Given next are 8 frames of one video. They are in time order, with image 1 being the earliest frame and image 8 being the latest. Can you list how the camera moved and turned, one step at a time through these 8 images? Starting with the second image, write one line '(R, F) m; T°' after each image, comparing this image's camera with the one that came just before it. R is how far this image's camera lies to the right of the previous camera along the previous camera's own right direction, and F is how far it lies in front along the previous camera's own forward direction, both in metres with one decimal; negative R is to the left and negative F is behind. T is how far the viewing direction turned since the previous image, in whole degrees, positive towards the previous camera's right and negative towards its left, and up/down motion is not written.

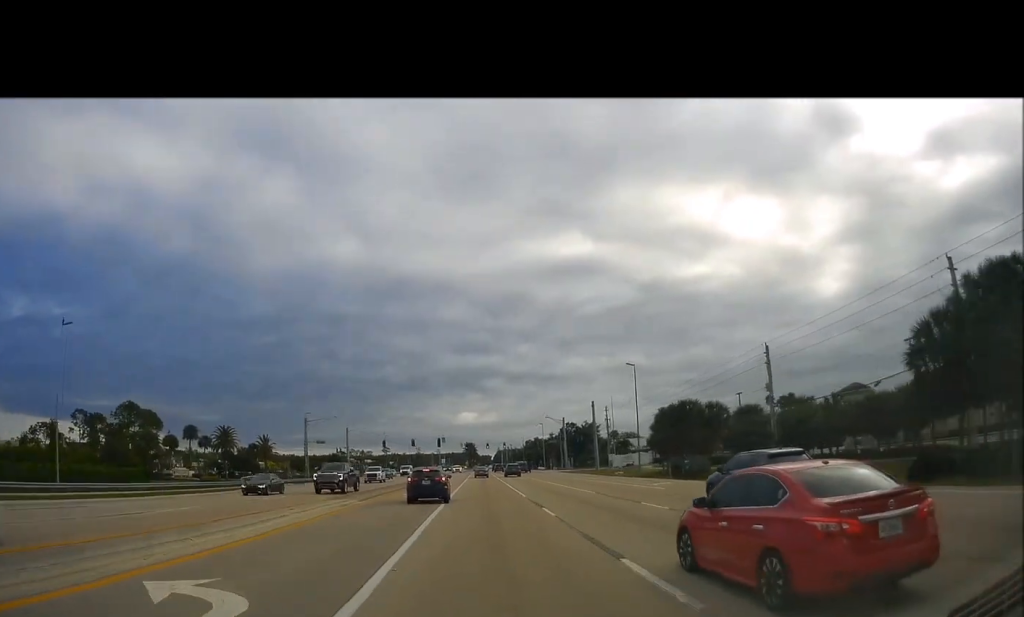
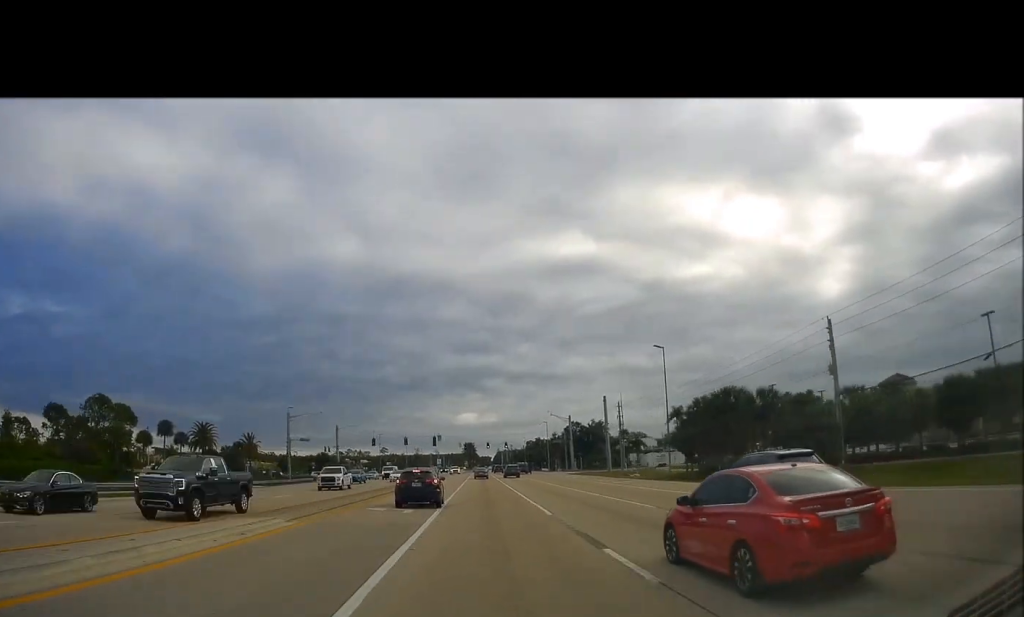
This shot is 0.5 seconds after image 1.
(0.0, +10.6) m; 0°
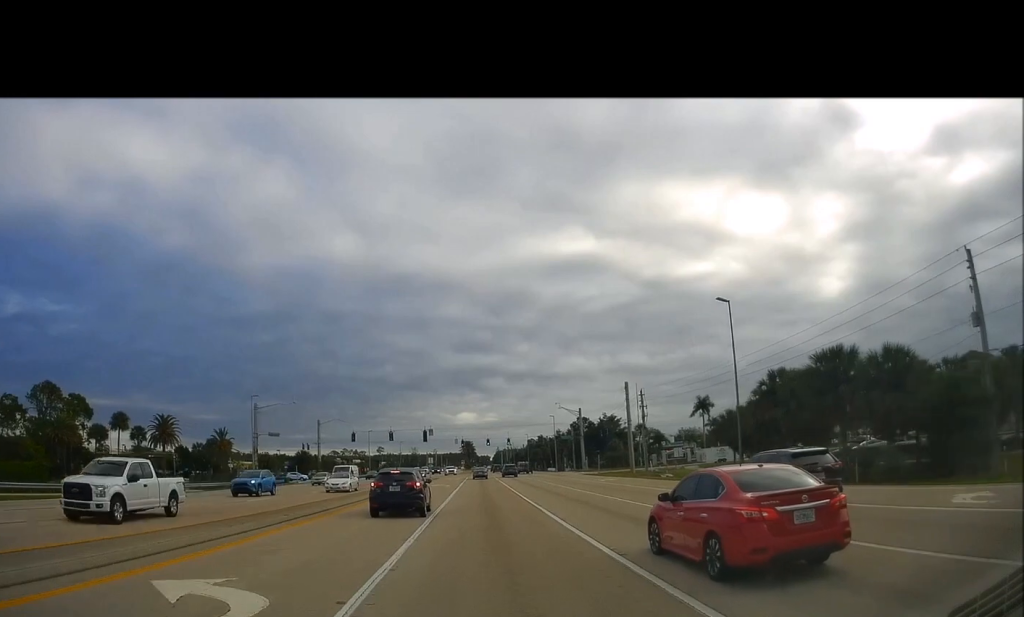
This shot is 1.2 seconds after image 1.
(+0.1, +15.7) m; -1°
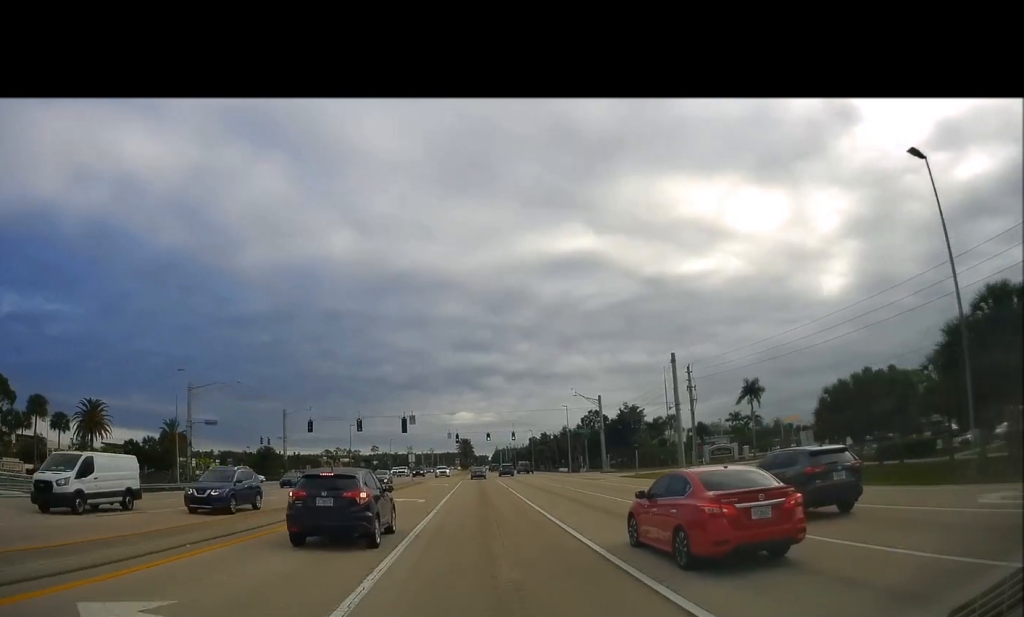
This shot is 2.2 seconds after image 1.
(-0.5, +21.7) m; 0°
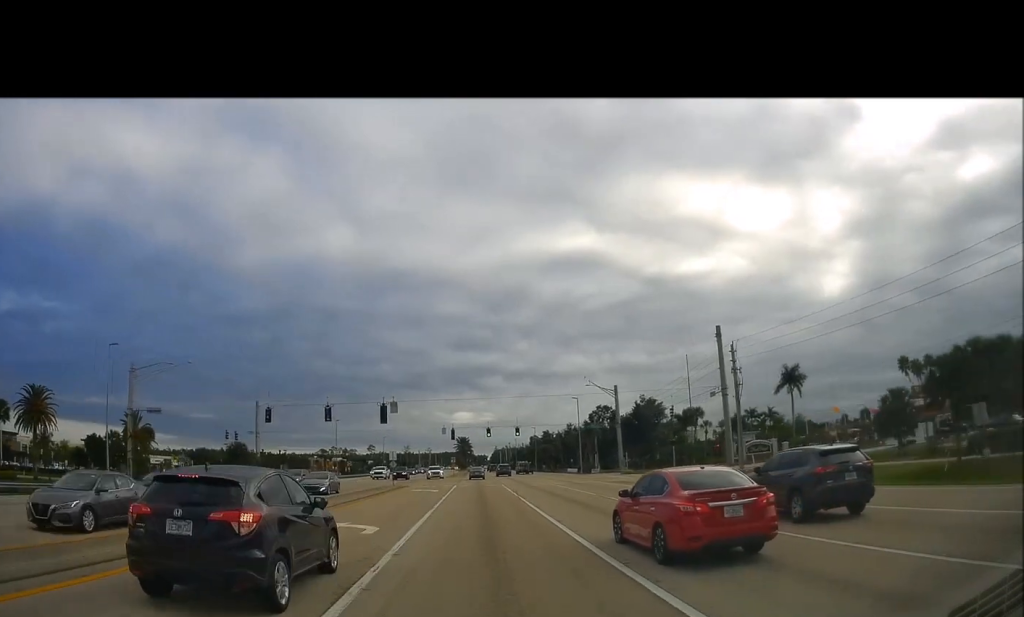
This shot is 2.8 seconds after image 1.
(+0.3, +13.1) m; 0°
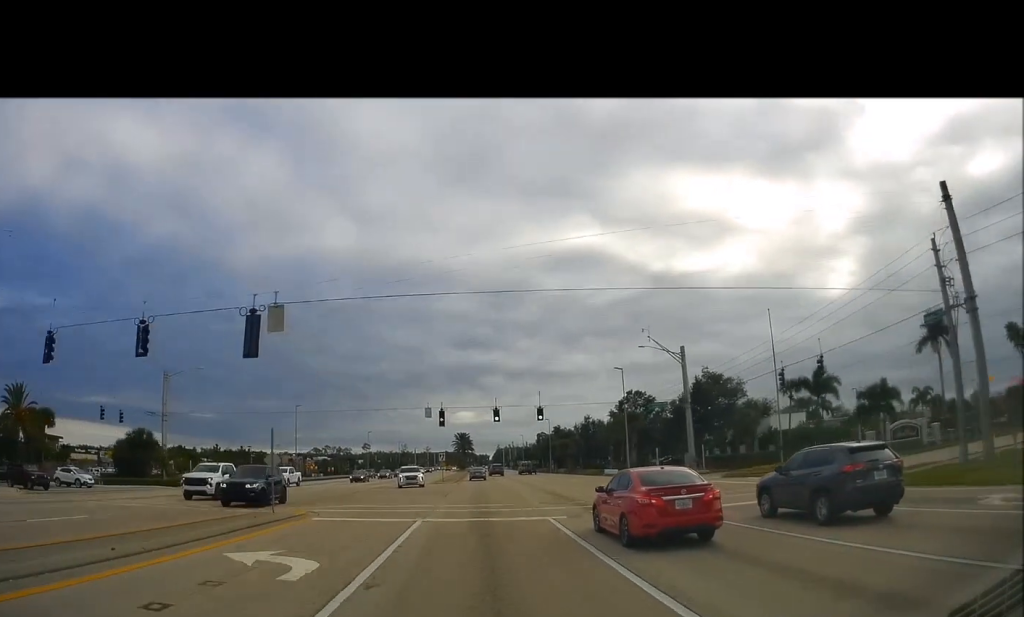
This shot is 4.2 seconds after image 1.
(-0.3, +30.1) m; 0°
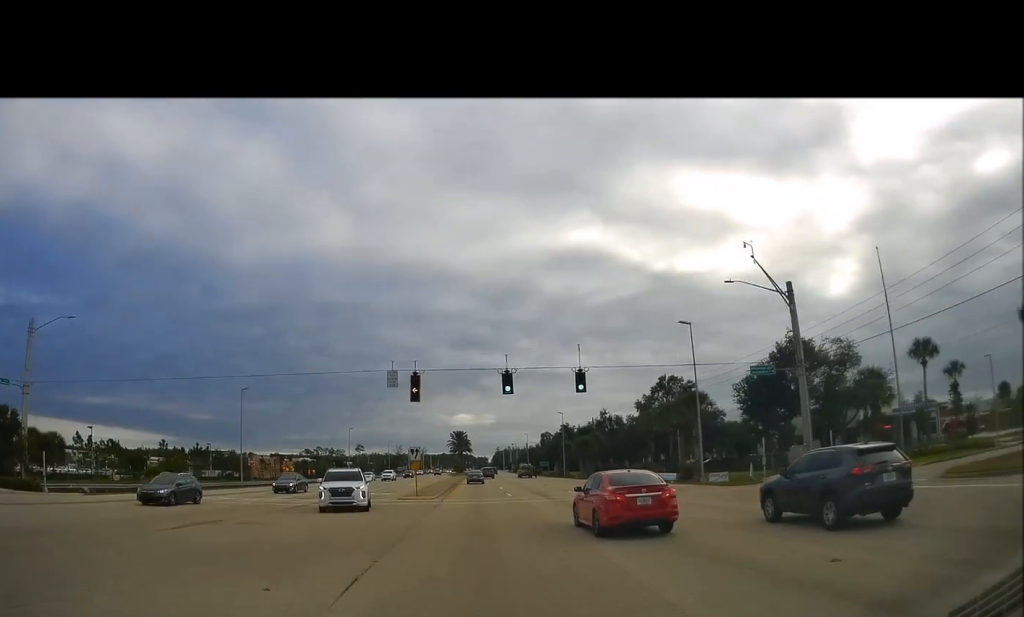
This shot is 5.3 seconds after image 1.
(+0.6, +24.0) m; +1°
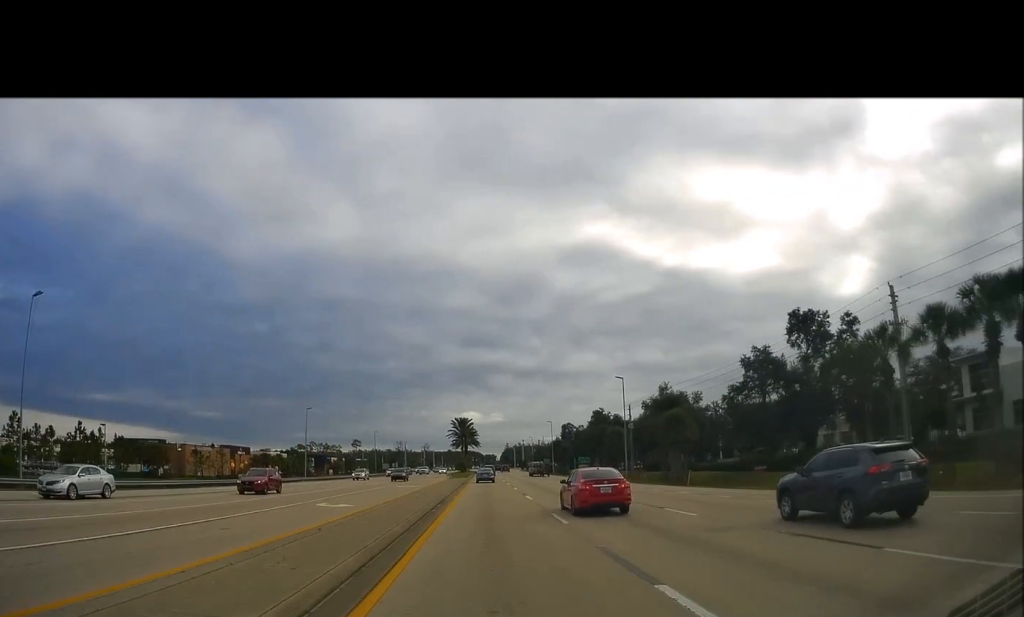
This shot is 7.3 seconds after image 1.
(-0.2, +43.5) m; -2°
